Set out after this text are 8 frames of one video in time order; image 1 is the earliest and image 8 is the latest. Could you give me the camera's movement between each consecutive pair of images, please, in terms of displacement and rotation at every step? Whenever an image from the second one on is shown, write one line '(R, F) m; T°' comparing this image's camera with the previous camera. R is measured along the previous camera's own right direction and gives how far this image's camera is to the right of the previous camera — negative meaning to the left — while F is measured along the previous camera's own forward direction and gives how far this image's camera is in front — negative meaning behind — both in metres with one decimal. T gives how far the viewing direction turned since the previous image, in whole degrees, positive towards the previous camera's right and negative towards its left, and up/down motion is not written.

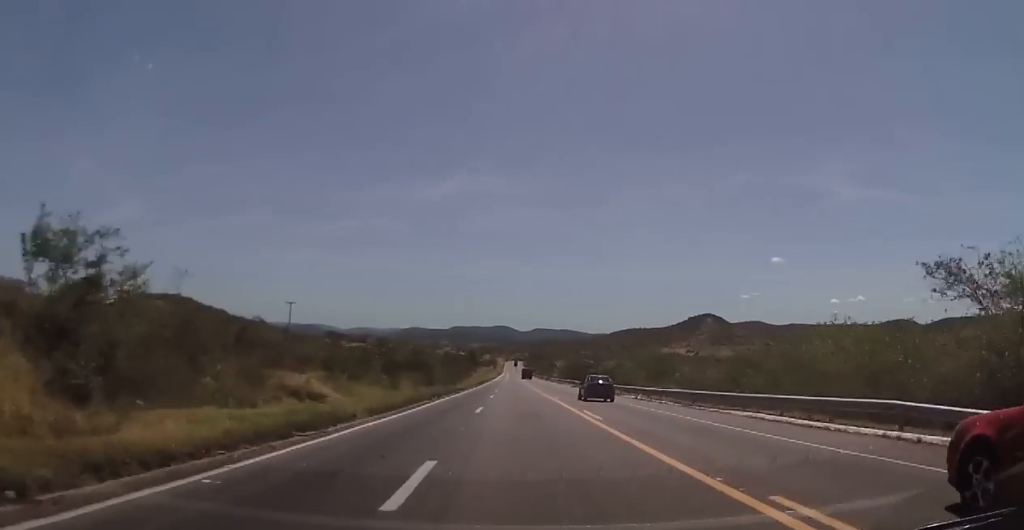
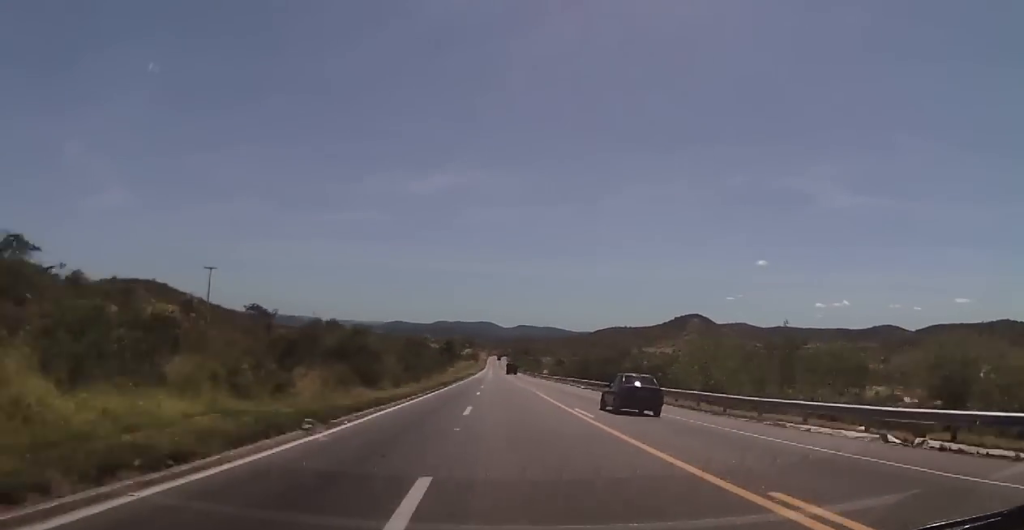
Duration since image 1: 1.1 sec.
(+0.4, +34.2) m; +1°
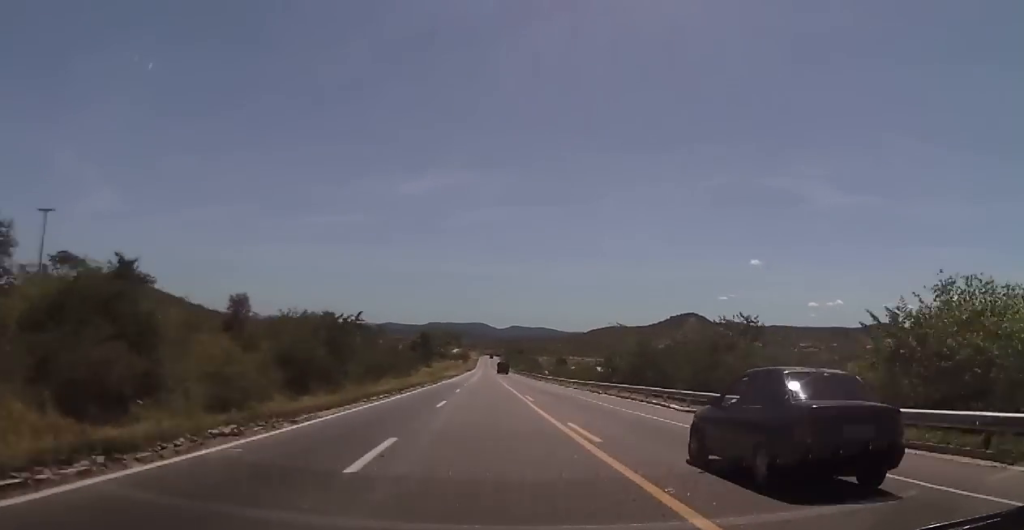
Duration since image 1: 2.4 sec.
(+0.3, +42.5) m; +1°
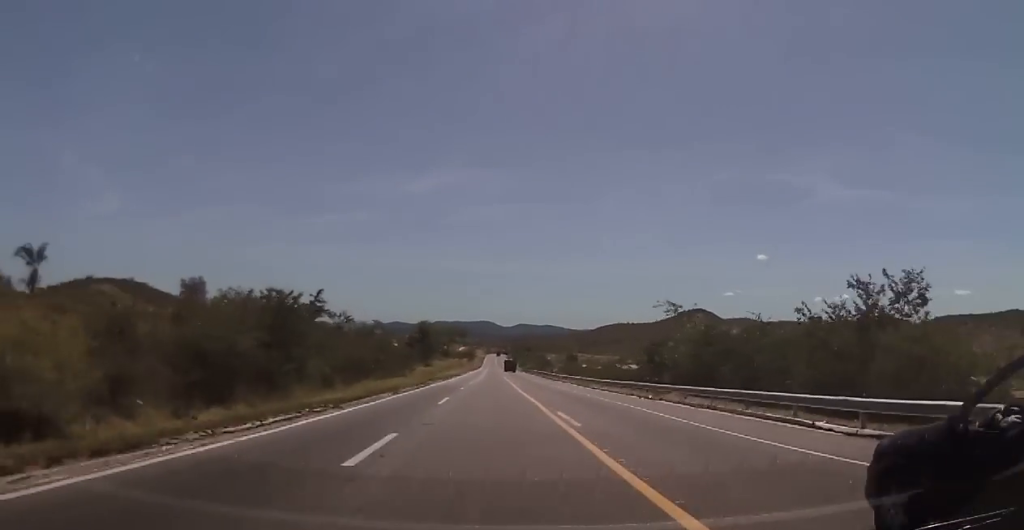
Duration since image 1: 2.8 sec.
(+0.2, +15.3) m; 0°
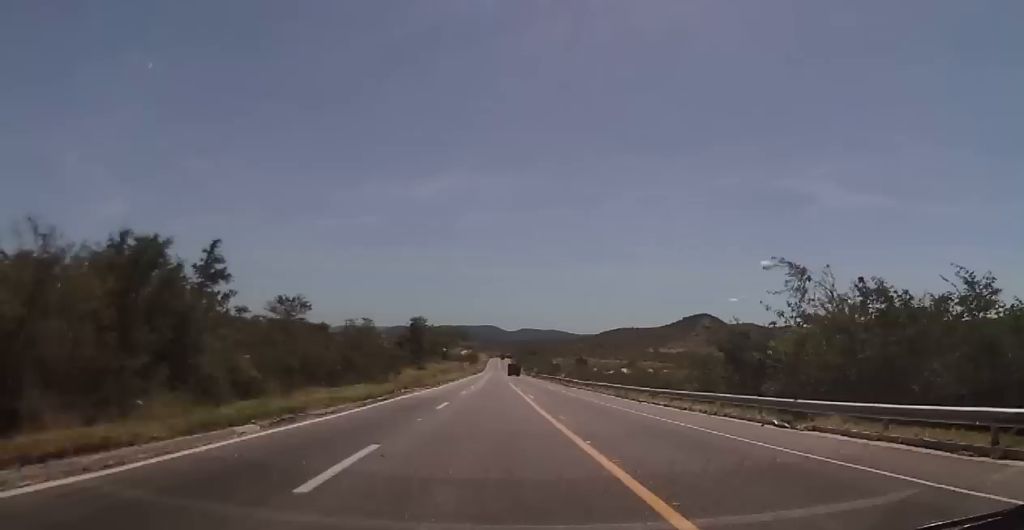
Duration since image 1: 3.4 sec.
(+0.3, +17.4) m; 0°
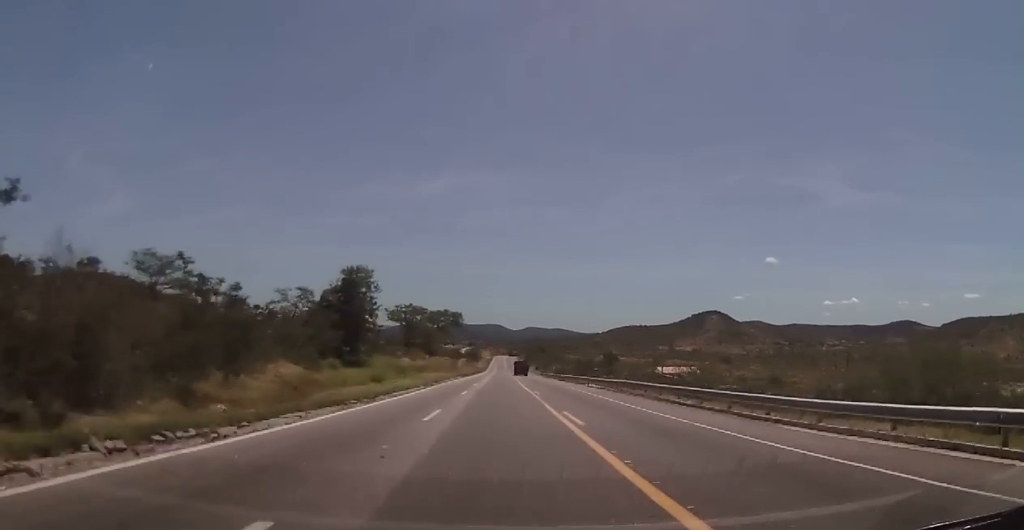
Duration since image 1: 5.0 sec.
(-0.8, +52.8) m; -1°
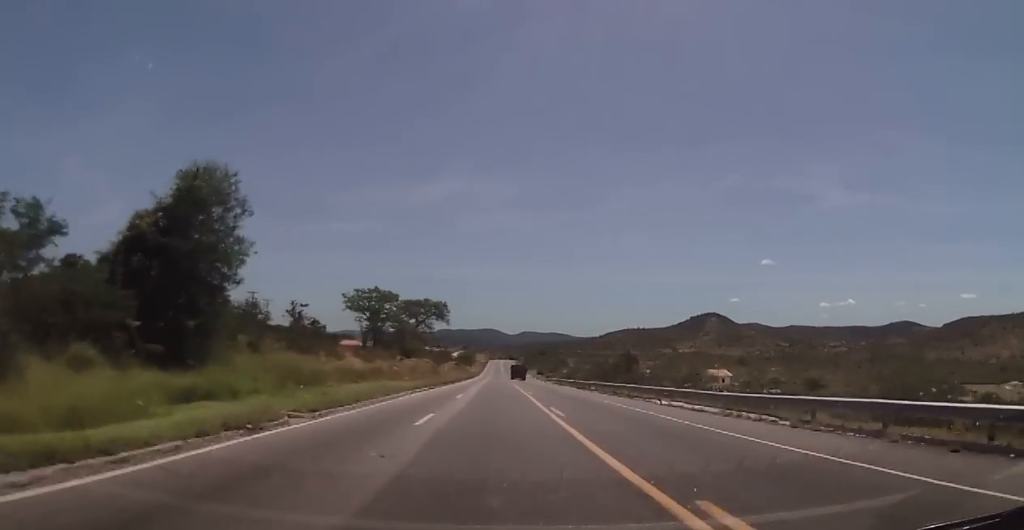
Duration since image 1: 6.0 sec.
(0.0, +32.0) m; +1°
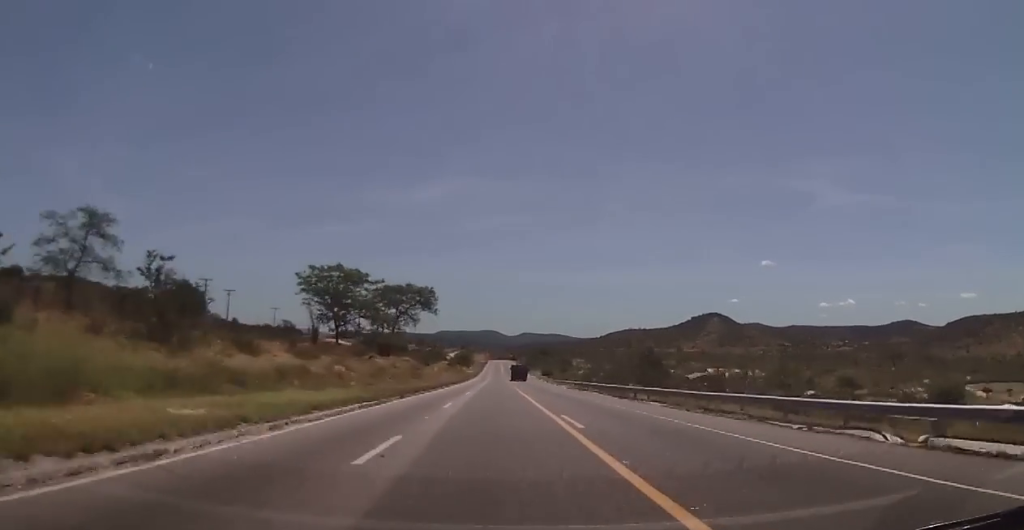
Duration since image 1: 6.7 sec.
(+0.1, +22.3) m; 0°
